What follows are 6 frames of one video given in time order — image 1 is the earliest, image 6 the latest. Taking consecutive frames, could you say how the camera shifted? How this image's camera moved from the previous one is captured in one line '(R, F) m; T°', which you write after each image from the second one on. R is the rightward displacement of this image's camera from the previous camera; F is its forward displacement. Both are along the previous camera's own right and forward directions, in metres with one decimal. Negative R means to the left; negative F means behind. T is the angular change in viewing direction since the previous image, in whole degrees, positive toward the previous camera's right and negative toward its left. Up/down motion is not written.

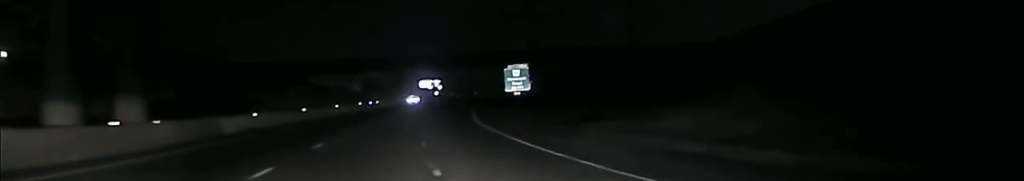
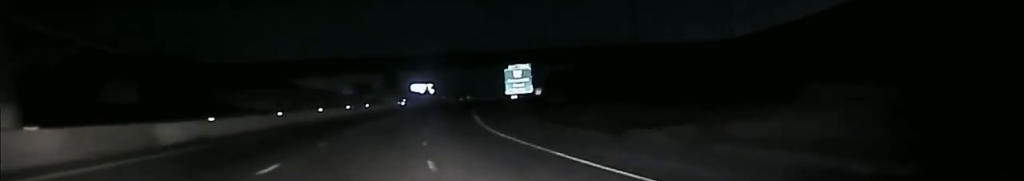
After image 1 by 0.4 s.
(+0.2, +10.8) m; 0°
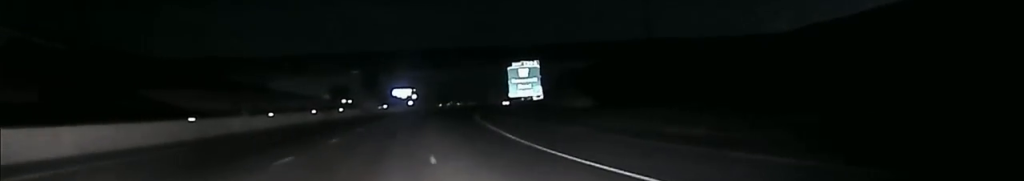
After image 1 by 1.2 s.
(-0.5, +22.7) m; +3°
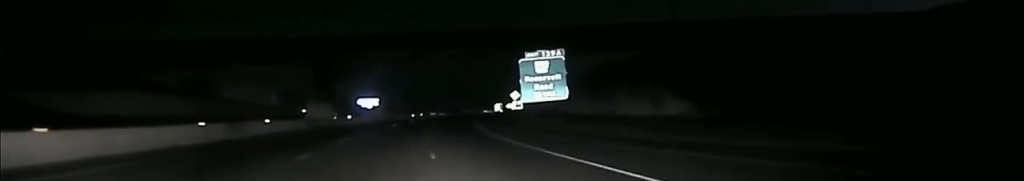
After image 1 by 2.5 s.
(+2.3, +33.8) m; +4°
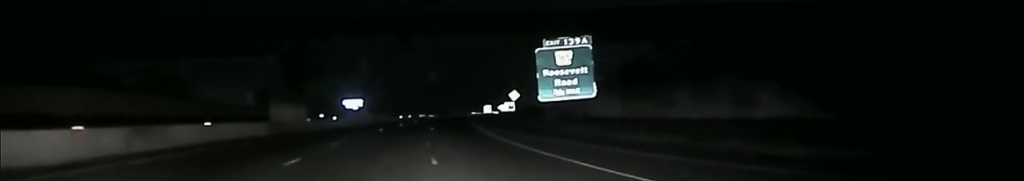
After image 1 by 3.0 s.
(-0.1, +14.2) m; 0°
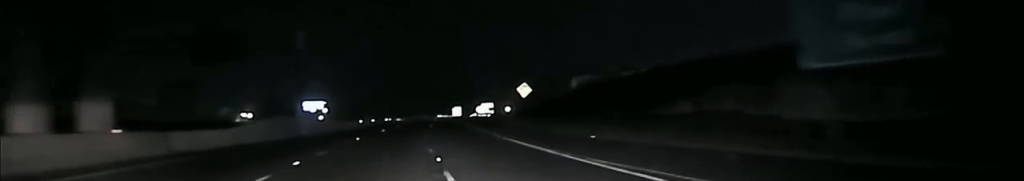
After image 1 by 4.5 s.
(+0.1, +42.5) m; +1°
